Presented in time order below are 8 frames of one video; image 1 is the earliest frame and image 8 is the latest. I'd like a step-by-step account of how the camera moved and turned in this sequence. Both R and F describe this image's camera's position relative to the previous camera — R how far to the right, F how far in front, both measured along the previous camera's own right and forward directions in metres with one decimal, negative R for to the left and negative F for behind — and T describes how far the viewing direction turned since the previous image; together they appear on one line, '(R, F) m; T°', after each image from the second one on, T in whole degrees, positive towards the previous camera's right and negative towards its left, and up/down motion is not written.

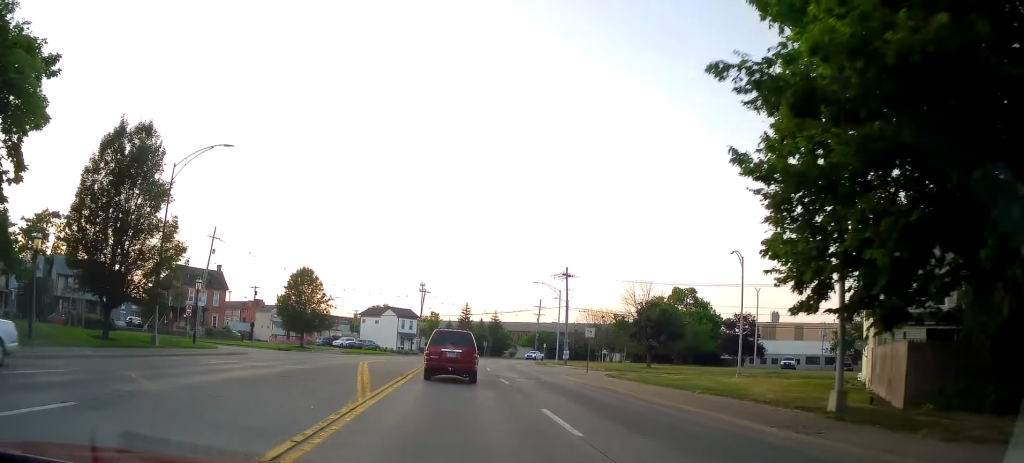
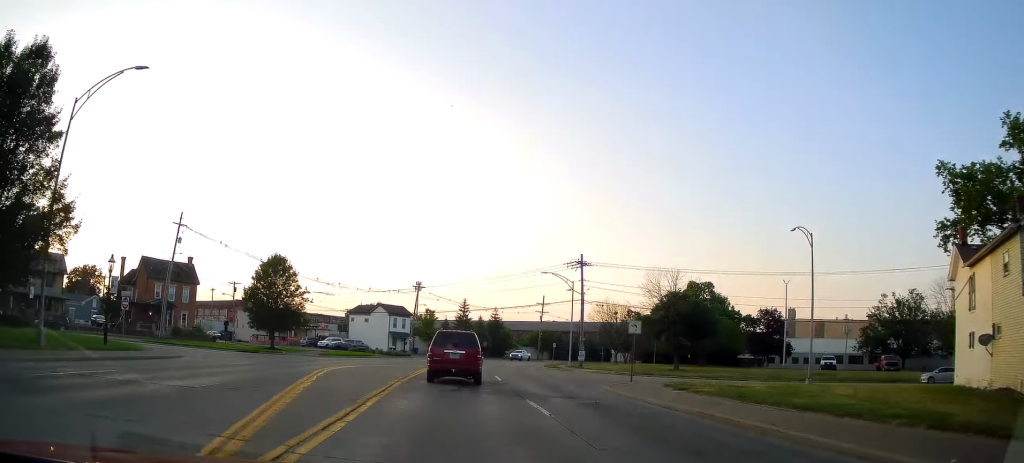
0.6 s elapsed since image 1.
(+0.1, +10.4) m; -2°
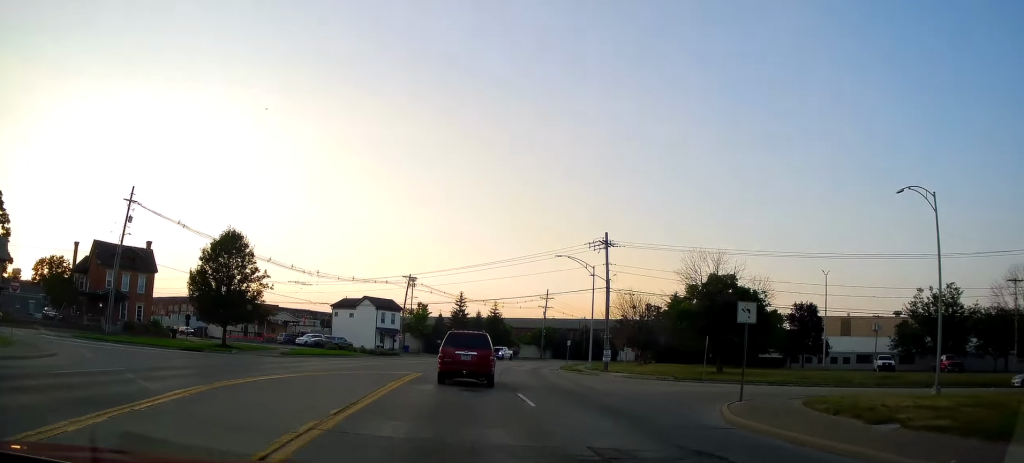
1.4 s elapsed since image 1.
(-0.4, +11.6) m; +2°
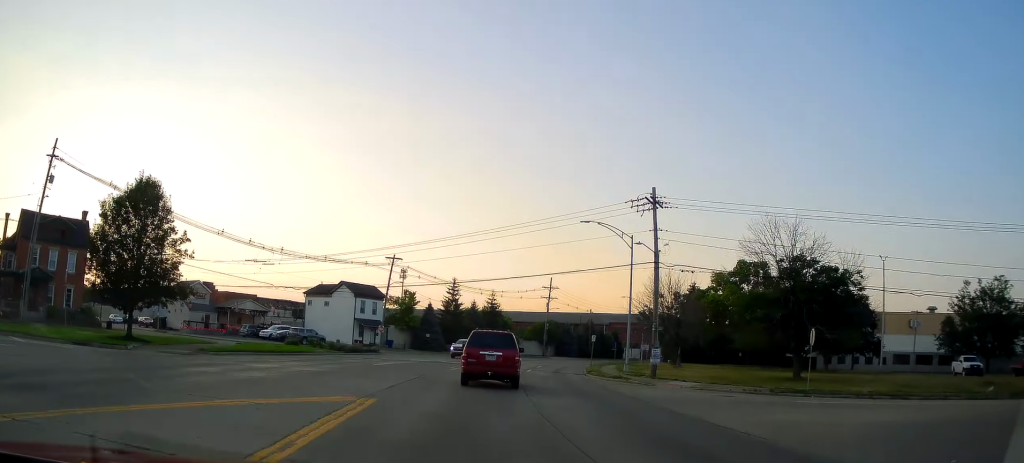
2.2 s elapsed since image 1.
(+0.7, +13.4) m; +3°
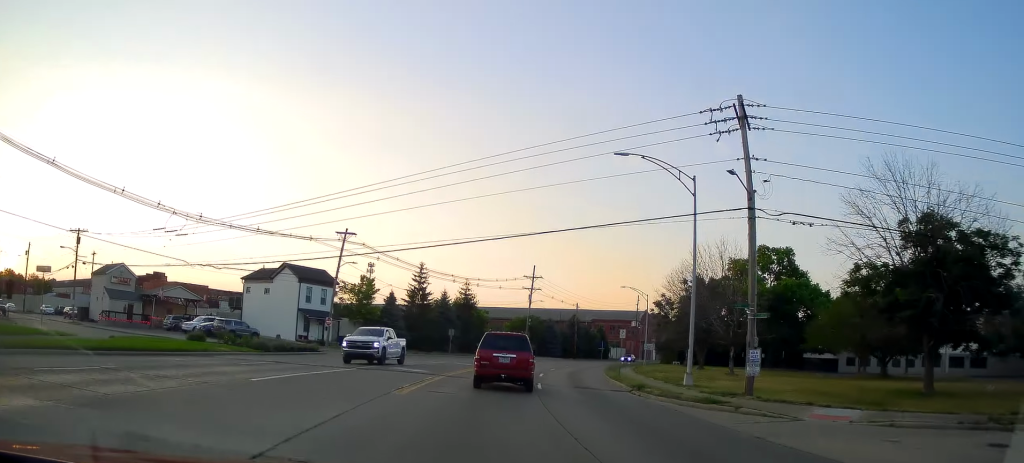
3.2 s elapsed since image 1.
(+0.2, +14.8) m; +3°
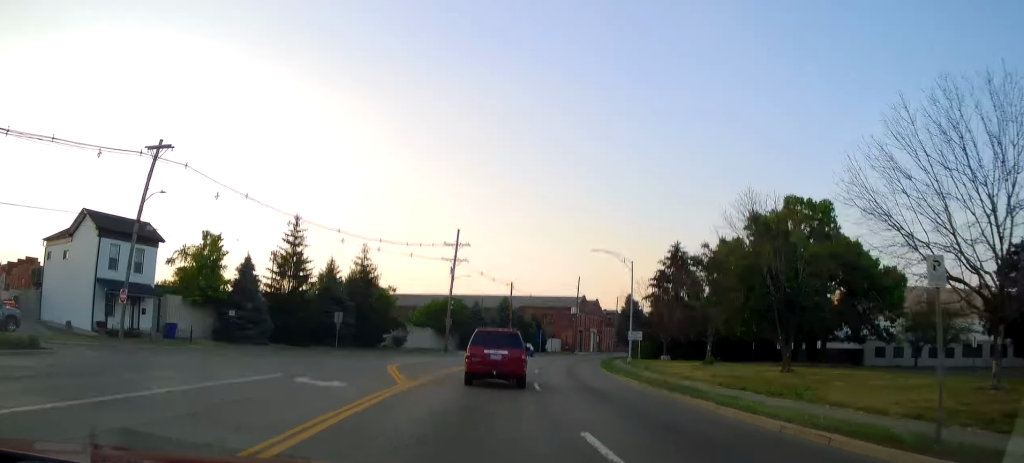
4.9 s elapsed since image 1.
(+1.8, +25.1) m; +9°
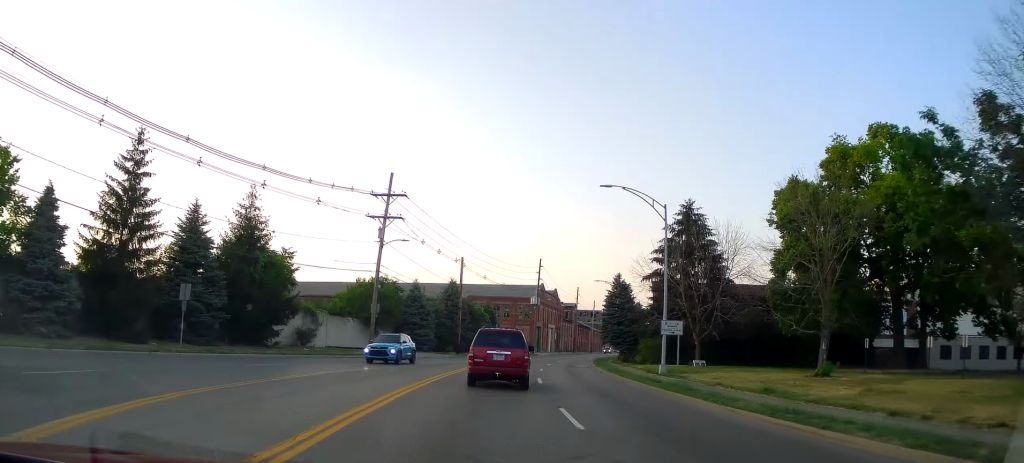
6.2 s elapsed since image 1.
(+0.8, +20.1) m; +6°
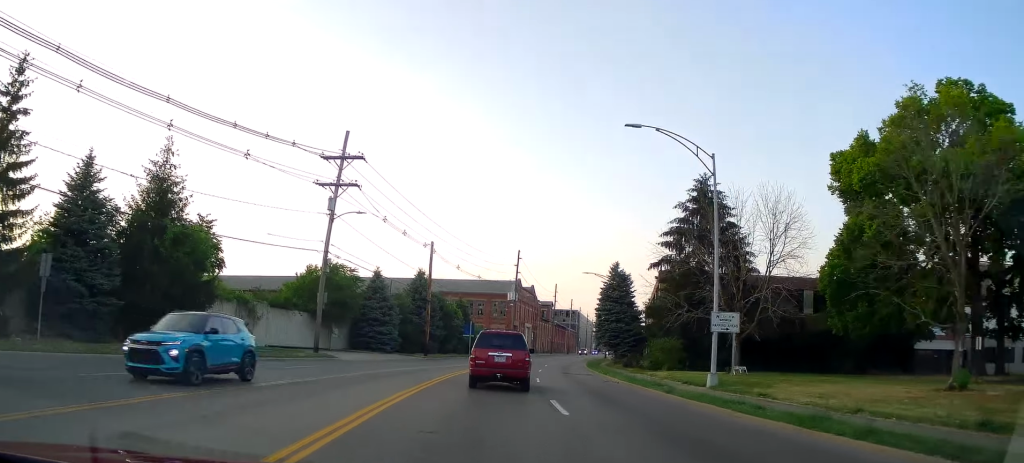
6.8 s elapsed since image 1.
(+0.2, +9.6) m; +3°
